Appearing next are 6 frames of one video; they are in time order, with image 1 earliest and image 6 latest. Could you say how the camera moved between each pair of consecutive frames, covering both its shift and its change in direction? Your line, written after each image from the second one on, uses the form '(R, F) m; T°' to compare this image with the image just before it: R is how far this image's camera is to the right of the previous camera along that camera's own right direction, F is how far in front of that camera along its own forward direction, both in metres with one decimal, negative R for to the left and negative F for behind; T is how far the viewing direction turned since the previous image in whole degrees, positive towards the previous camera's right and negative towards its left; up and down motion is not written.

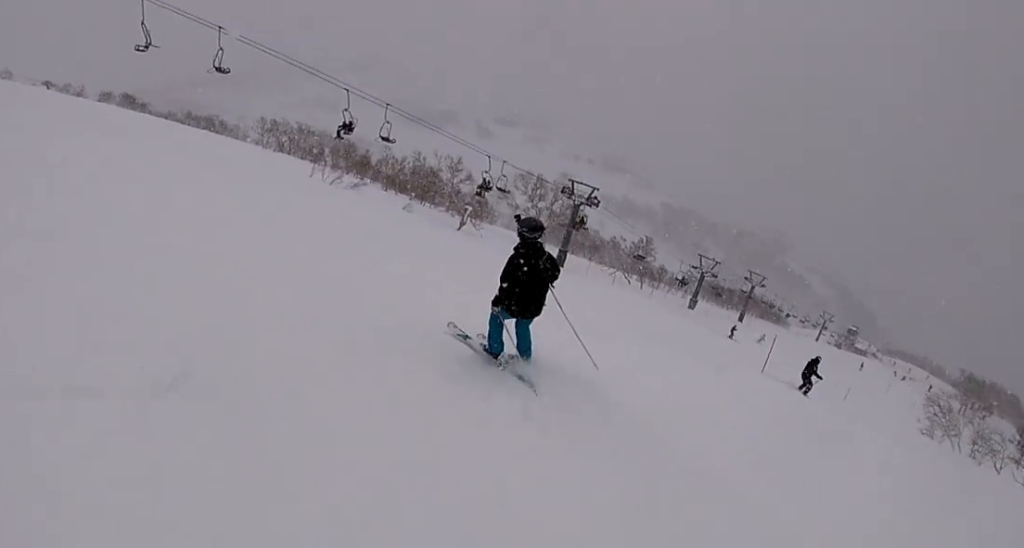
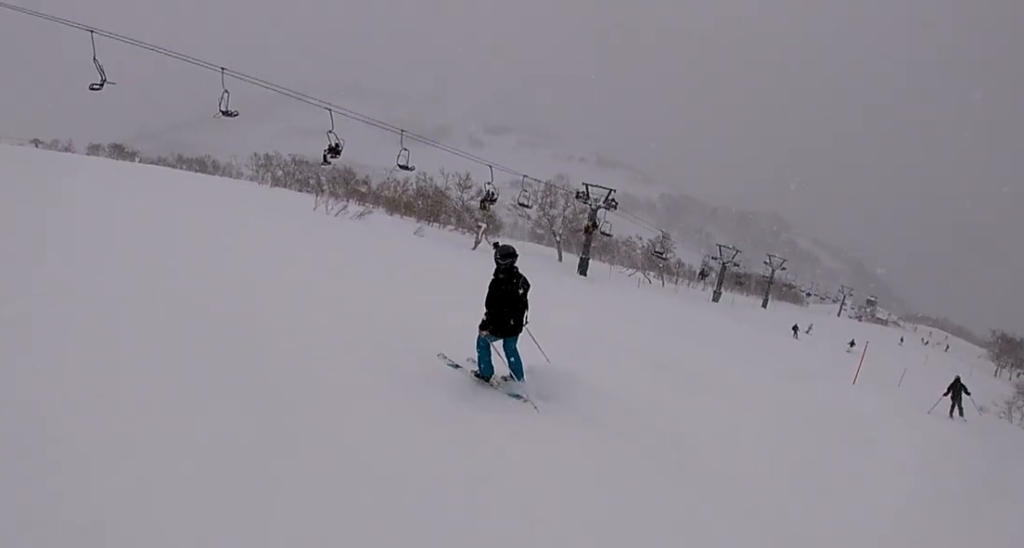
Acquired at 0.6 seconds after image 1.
(-0.3, +3.3) m; -8°
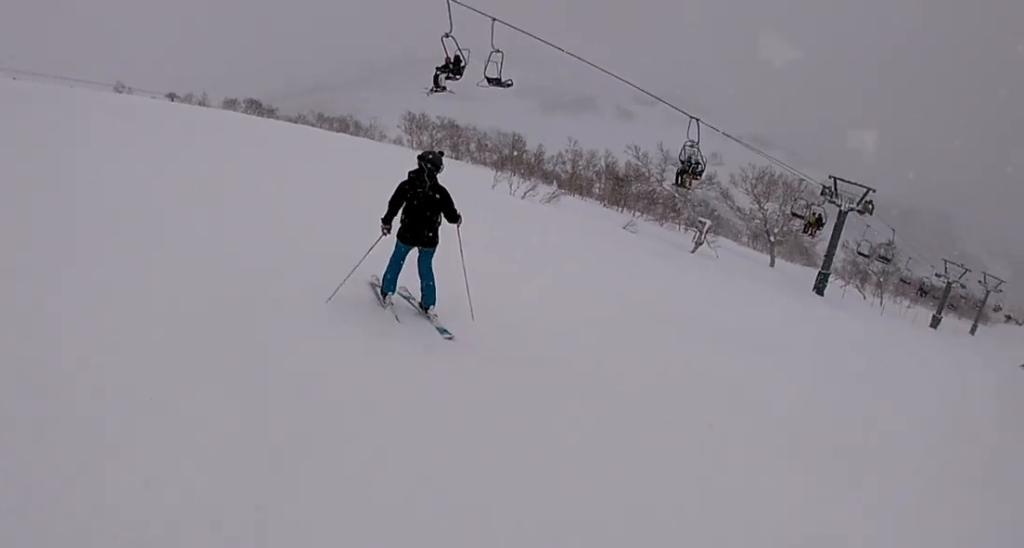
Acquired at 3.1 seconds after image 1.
(+1.2, +12.0) m; +24°
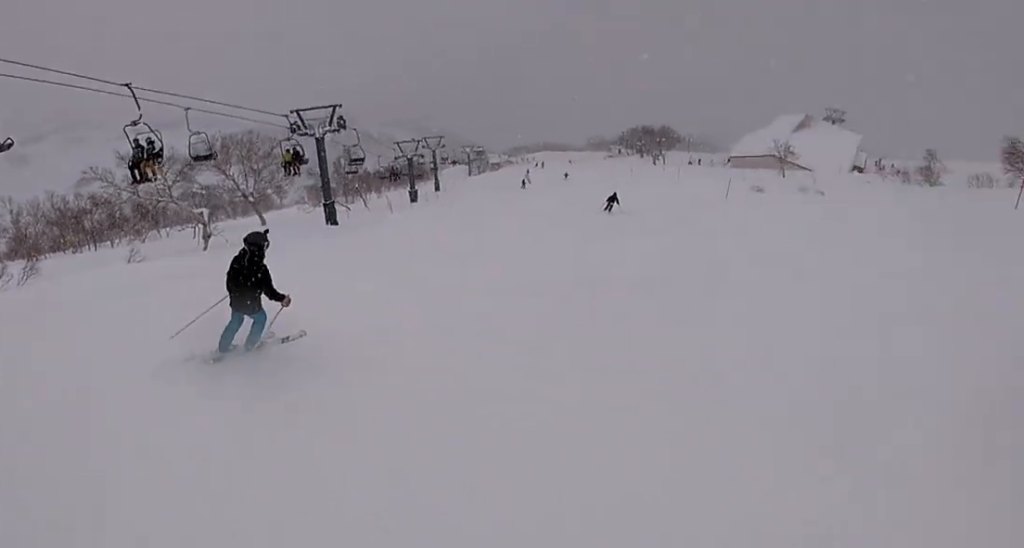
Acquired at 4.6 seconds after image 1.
(+1.2, +7.7) m; +40°
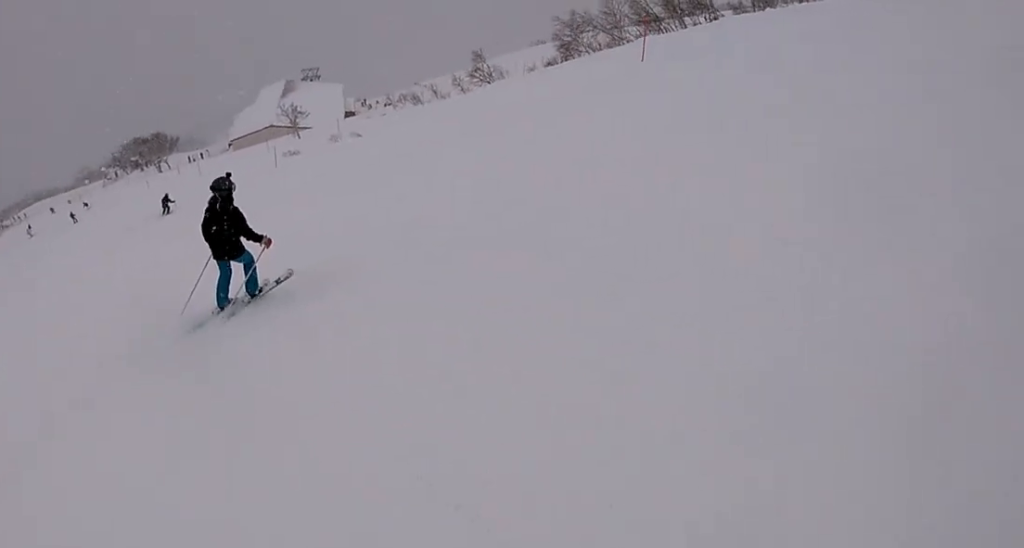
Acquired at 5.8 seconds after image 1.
(+3.2, +4.8) m; +43°
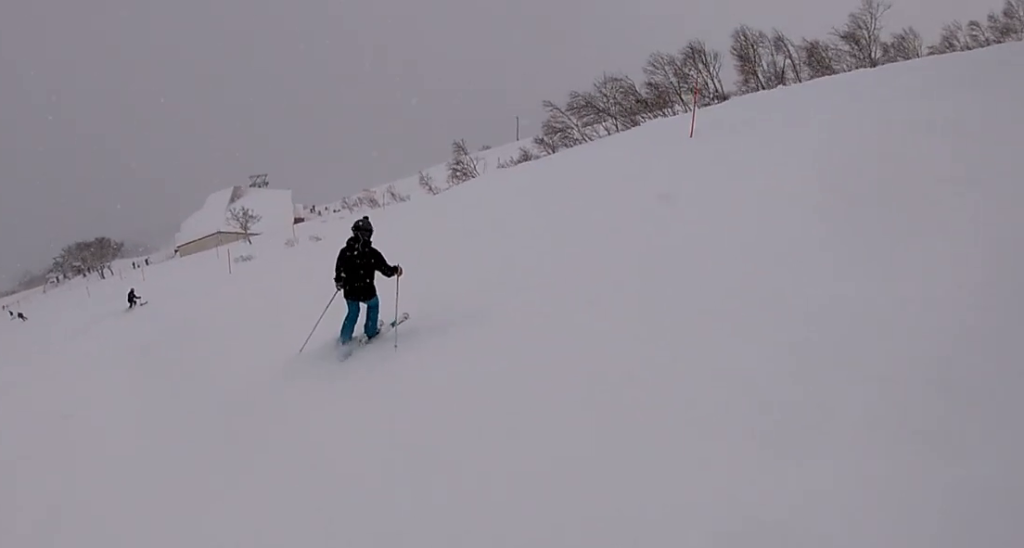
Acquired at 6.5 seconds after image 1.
(+0.1, +3.6) m; +17°
